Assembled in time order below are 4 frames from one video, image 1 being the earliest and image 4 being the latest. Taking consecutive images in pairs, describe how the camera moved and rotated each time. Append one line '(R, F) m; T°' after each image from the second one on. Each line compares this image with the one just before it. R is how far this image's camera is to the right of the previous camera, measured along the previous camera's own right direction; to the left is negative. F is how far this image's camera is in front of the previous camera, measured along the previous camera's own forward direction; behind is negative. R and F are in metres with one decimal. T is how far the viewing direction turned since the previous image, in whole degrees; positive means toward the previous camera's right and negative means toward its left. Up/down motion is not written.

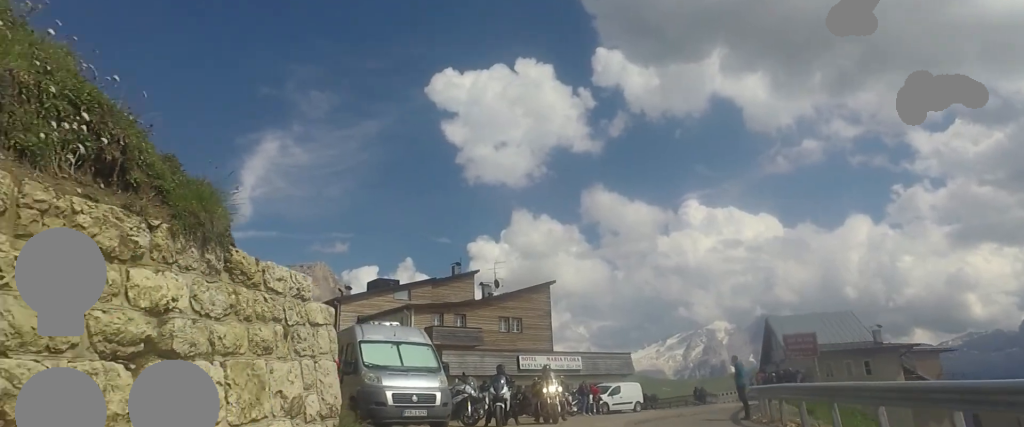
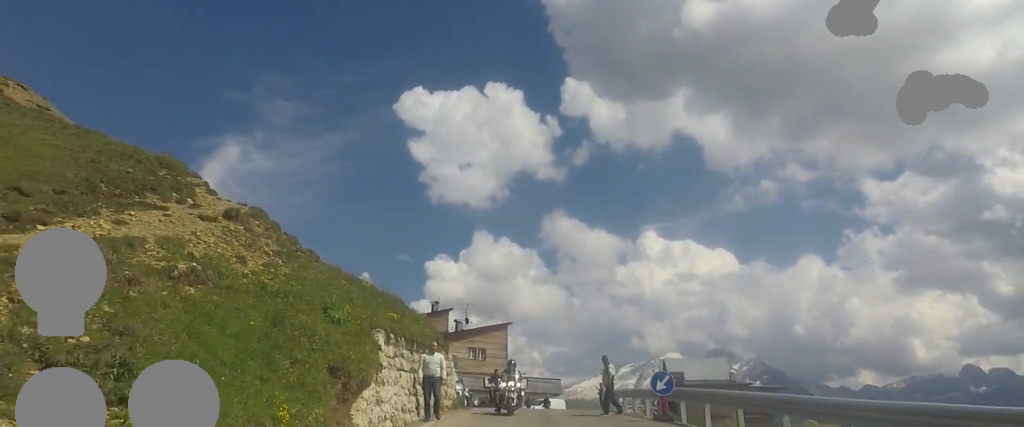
(+1.3, +18.6) m; +6°
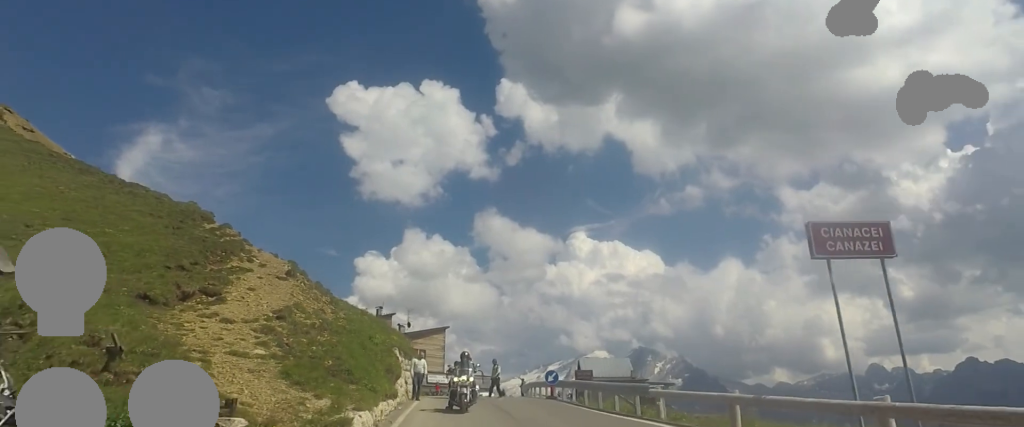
(+0.2, +11.1) m; +11°
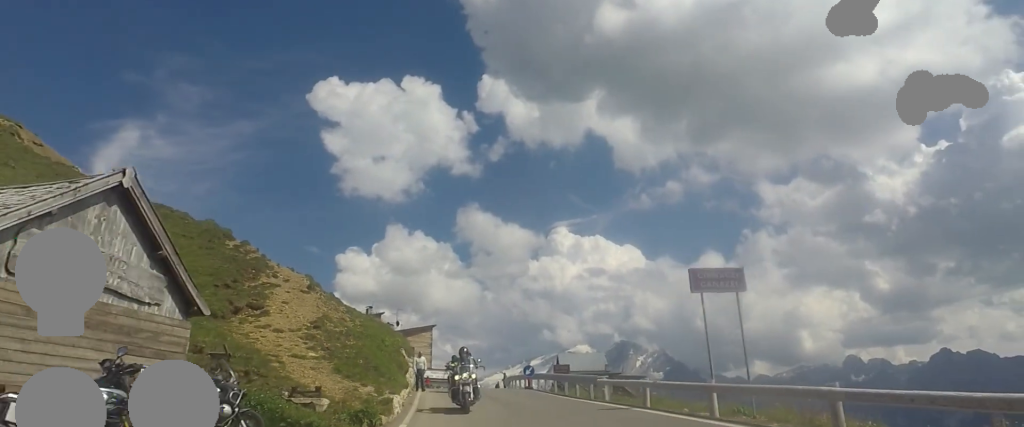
(+0.9, +6.1) m; 0°
